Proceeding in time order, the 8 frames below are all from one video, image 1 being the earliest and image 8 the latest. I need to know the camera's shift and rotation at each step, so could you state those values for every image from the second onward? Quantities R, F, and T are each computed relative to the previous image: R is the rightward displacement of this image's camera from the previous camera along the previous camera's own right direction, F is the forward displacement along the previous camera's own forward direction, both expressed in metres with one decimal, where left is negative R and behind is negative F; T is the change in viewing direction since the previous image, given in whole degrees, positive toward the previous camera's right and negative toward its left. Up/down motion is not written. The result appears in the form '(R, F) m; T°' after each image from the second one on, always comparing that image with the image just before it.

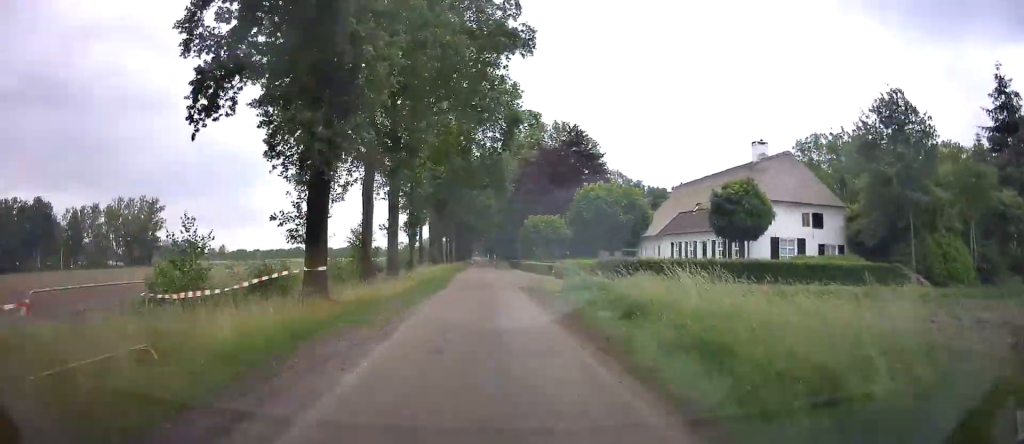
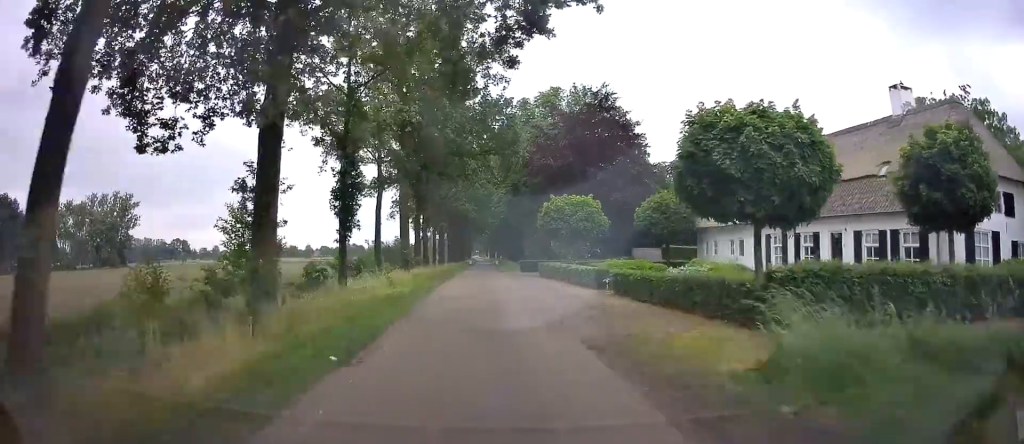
(-0.2, +15.5) m; 0°
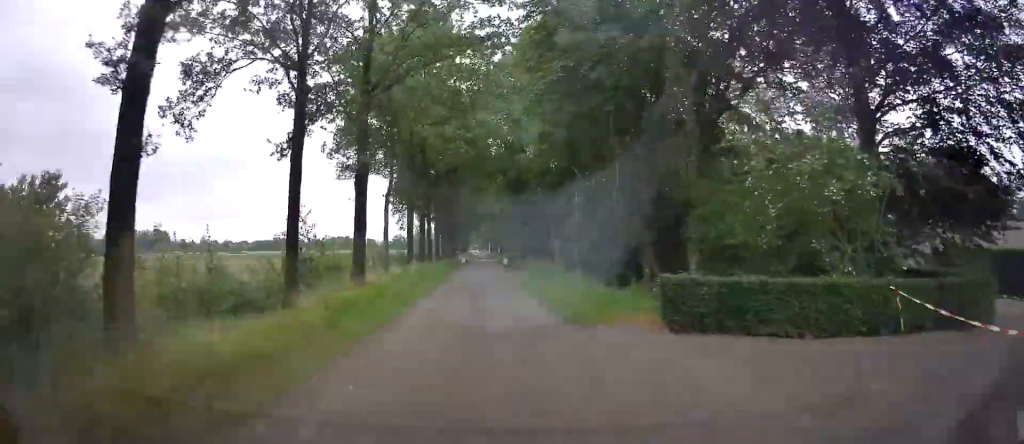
(+0.5, +36.1) m; +1°
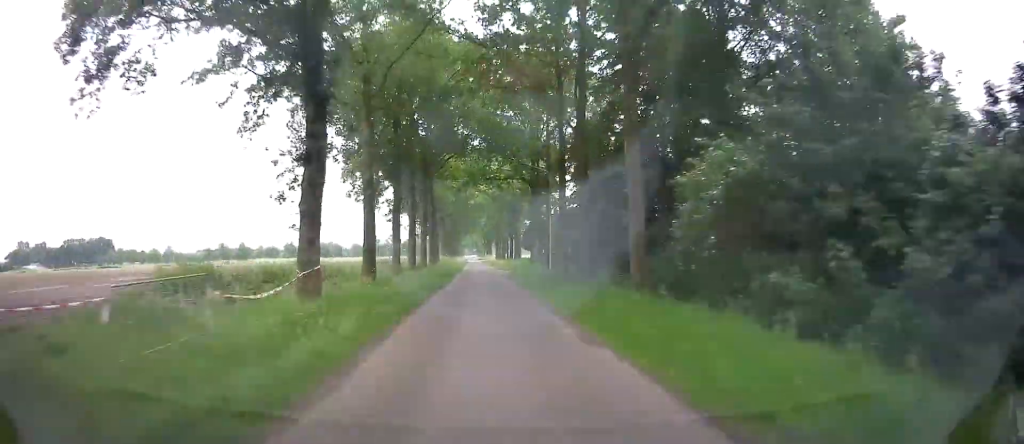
(-0.2, +87.1) m; 0°
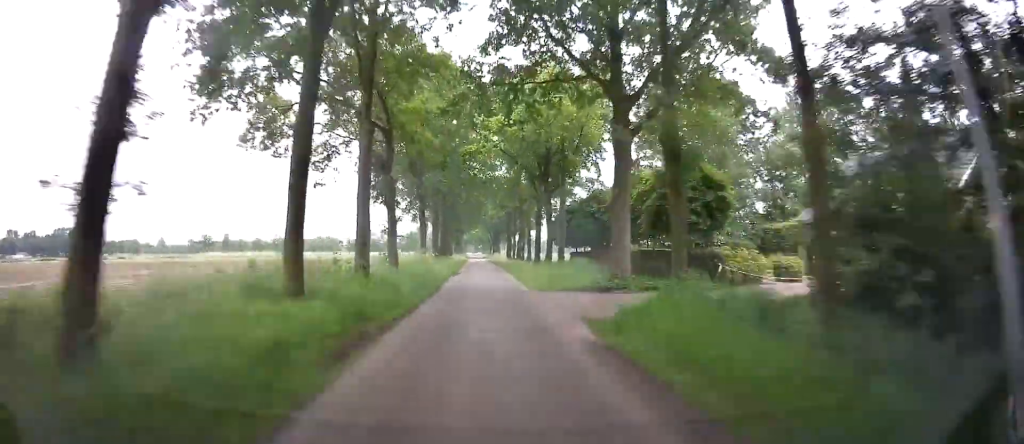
(-0.1, +25.5) m; -1°
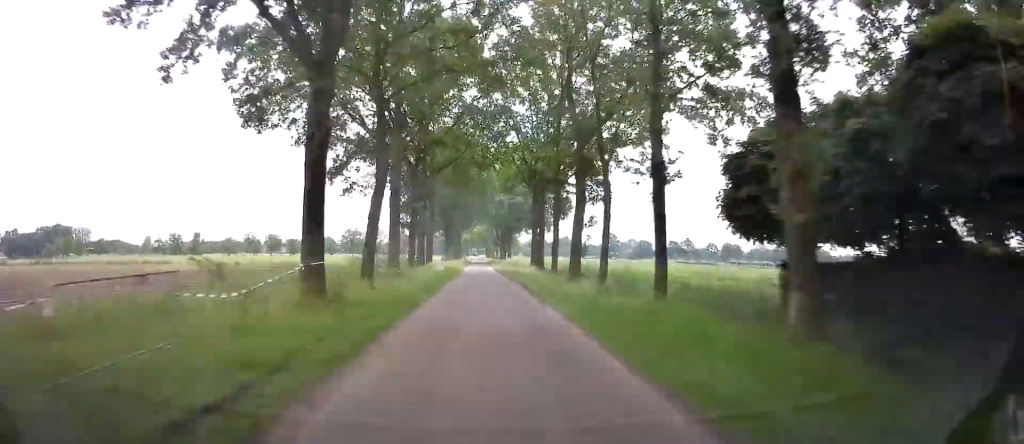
(-0.1, +30.9) m; 0°
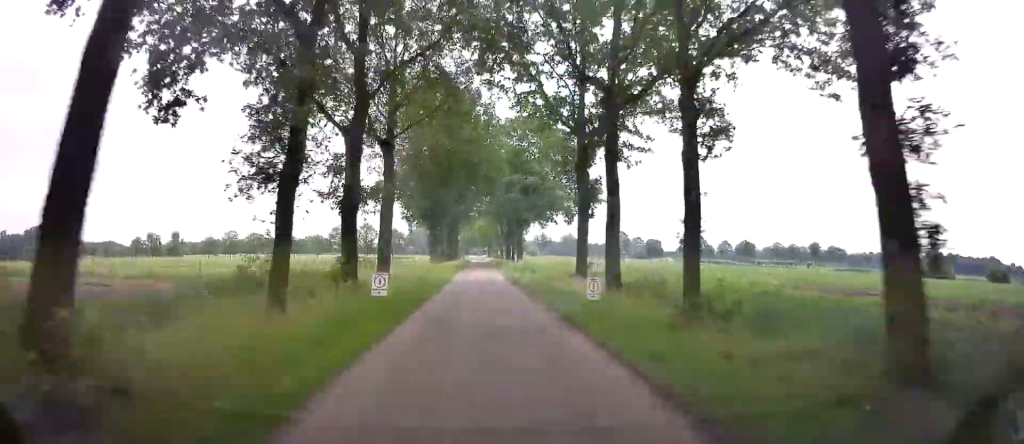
(0.0, +17.7) m; 0°
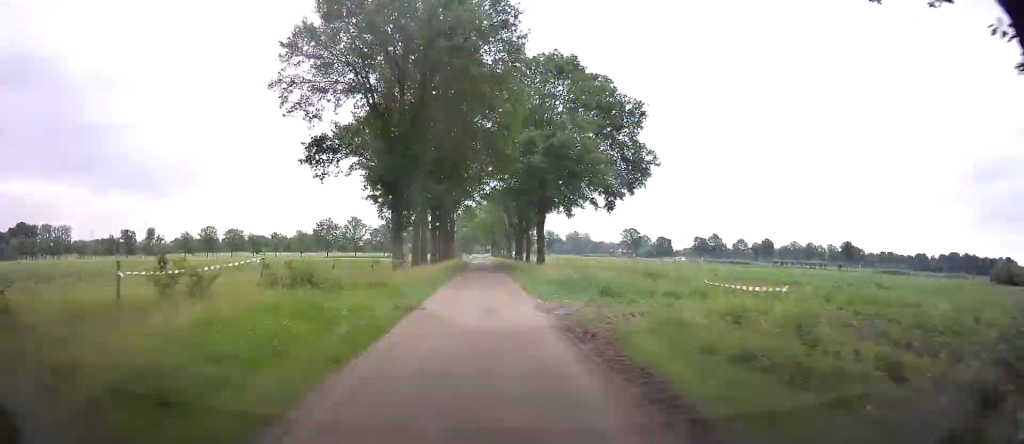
(+0.2, +19.7) m; 0°
